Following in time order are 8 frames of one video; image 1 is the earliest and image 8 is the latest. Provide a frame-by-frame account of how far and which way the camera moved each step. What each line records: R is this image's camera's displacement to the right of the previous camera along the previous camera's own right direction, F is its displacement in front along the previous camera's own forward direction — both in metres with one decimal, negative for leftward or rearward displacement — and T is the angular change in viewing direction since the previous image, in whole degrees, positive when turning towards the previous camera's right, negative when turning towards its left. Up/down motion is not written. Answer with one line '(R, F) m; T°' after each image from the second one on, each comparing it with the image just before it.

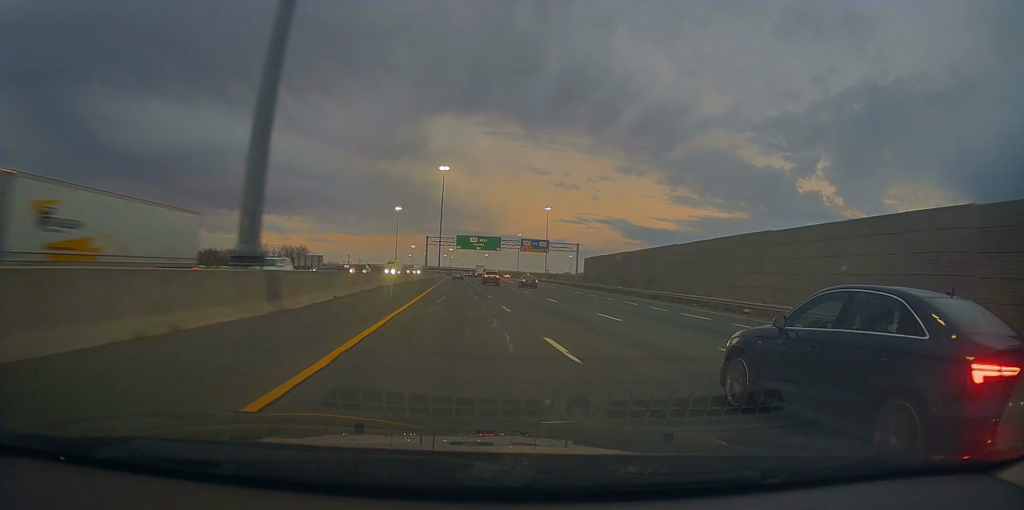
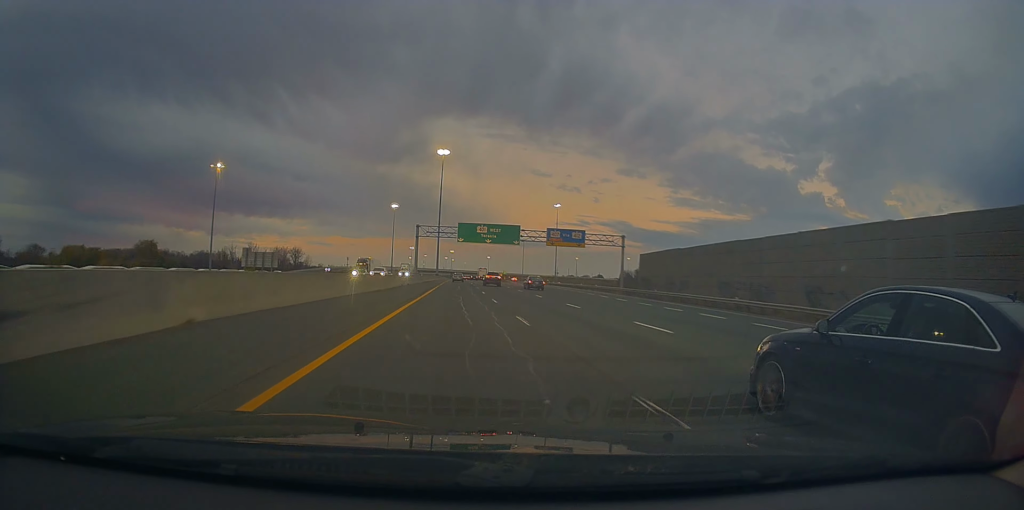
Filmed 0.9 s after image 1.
(0.0, +29.1) m; 0°
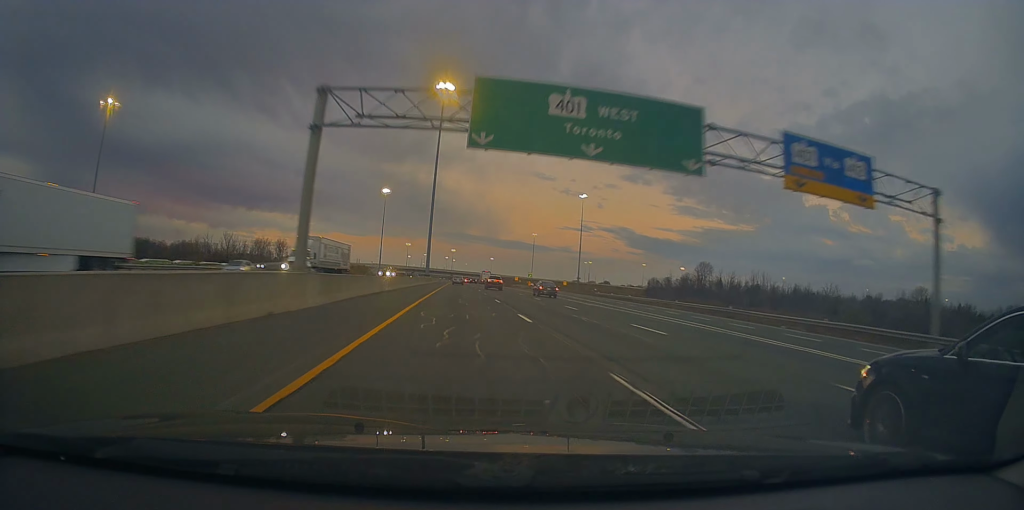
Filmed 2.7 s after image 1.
(0.0, +57.4) m; 0°
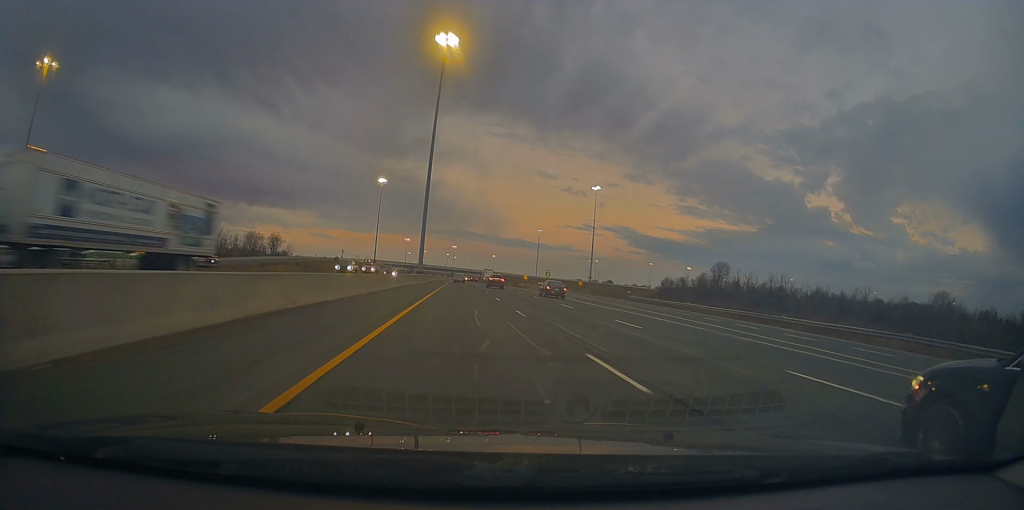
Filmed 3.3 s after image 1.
(+0.1, +21.8) m; 0°
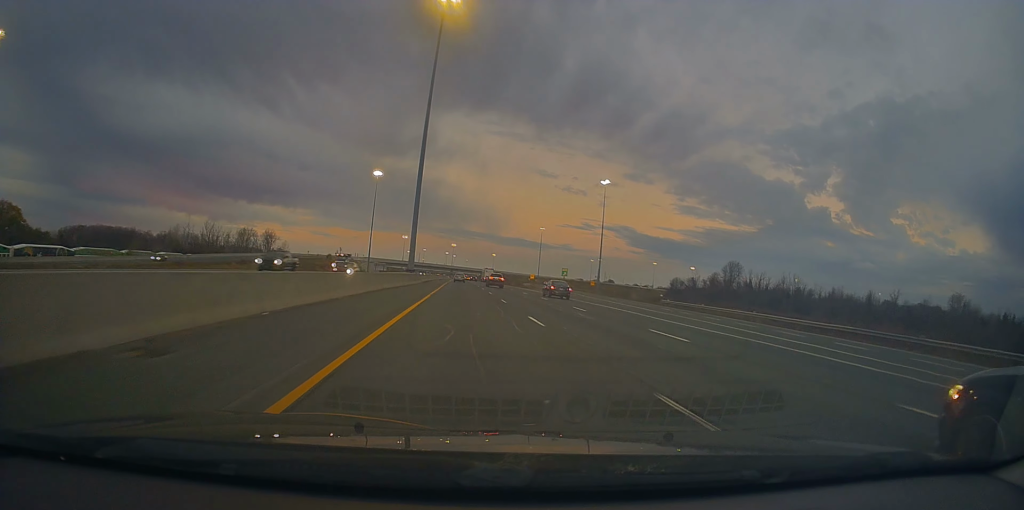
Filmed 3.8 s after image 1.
(-0.3, +15.3) m; 0°
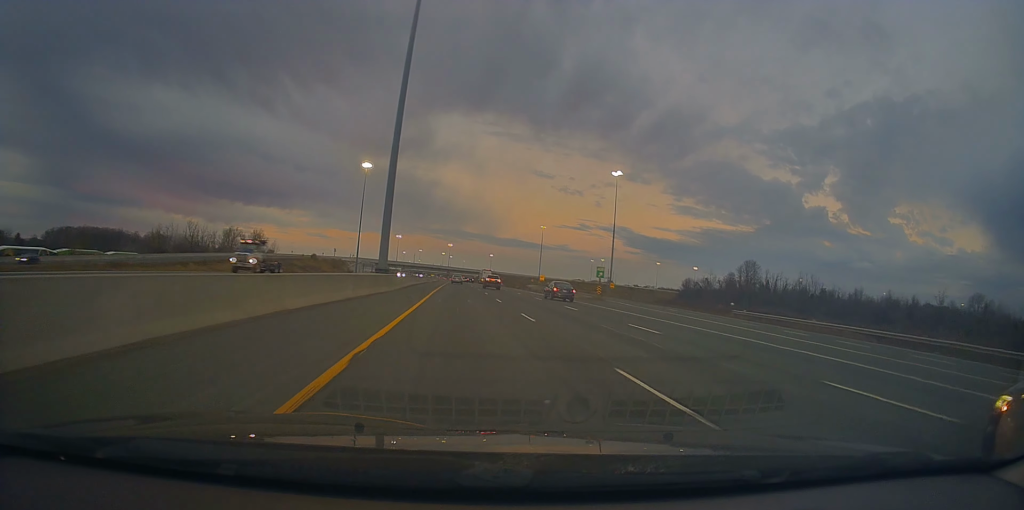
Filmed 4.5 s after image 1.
(0.0, +22.0) m; +1°
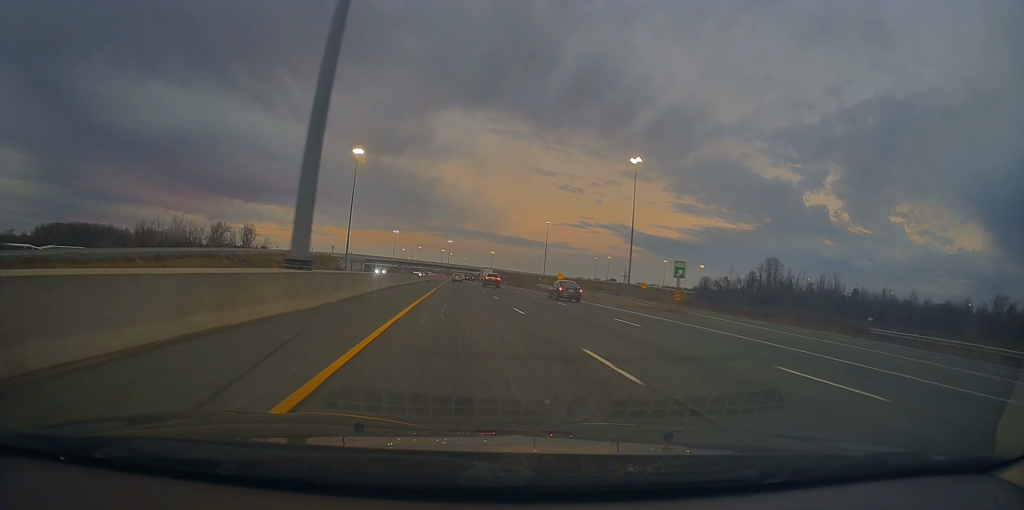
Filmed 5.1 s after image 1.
(+0.6, +22.0) m; +1°
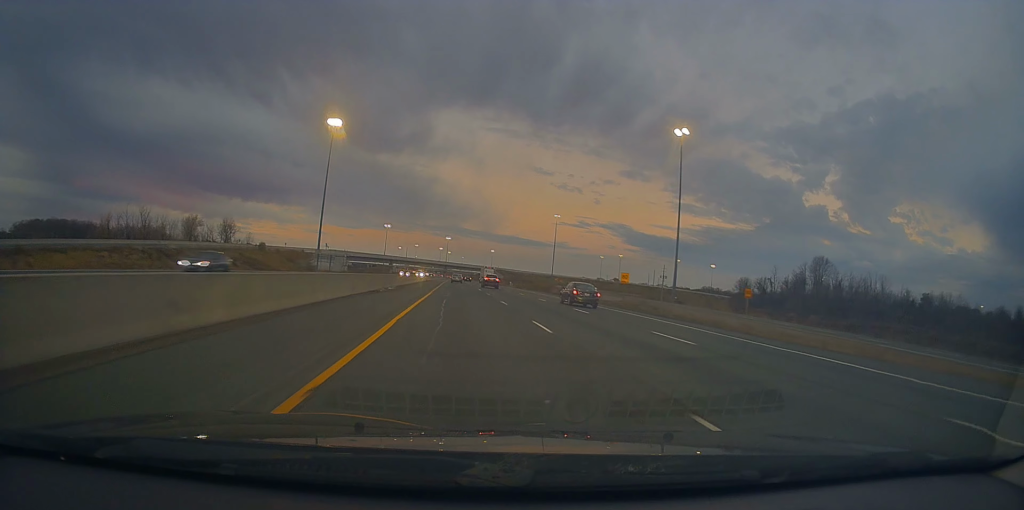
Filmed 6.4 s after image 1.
(-0.7, +41.4) m; -1°
